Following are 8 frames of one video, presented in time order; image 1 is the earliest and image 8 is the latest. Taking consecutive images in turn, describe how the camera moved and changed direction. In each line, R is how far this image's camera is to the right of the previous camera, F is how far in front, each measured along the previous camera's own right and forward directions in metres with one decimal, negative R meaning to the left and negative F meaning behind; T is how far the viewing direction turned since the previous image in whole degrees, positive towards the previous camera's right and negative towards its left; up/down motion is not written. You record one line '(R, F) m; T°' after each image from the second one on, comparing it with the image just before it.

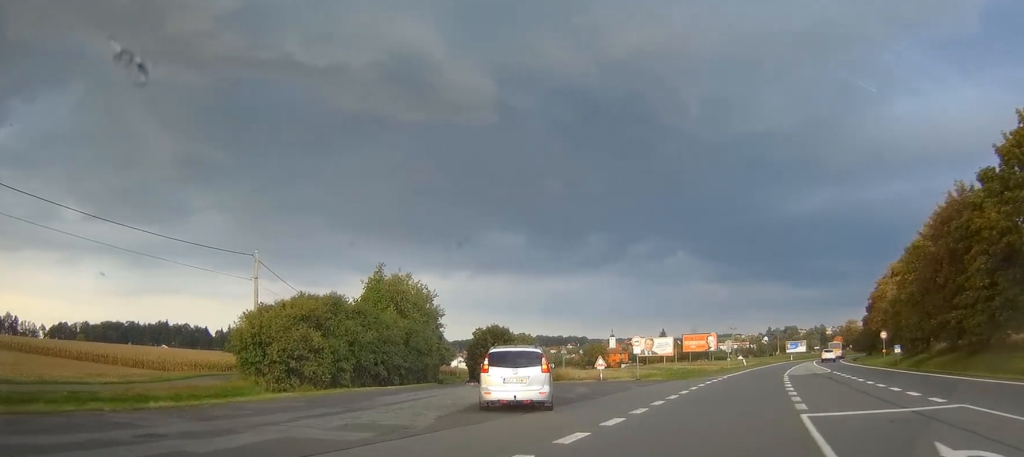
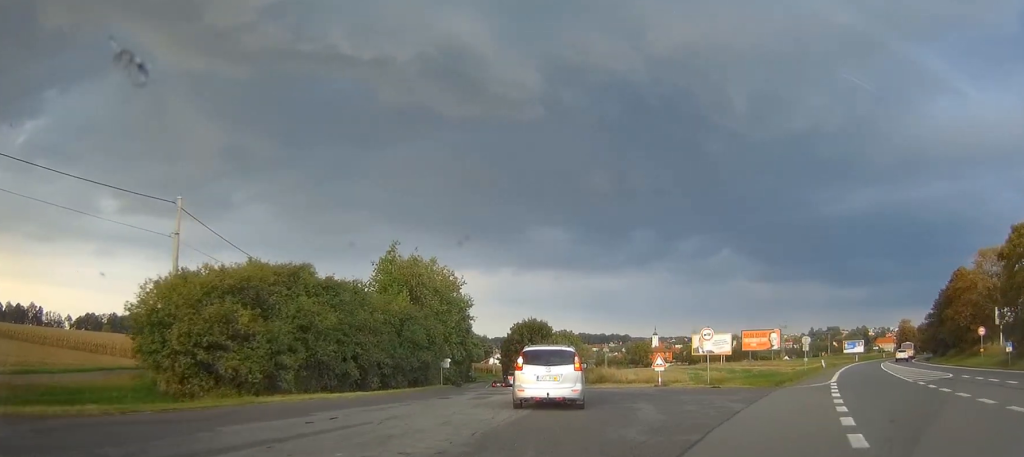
(-0.5, +14.0) m; -3°
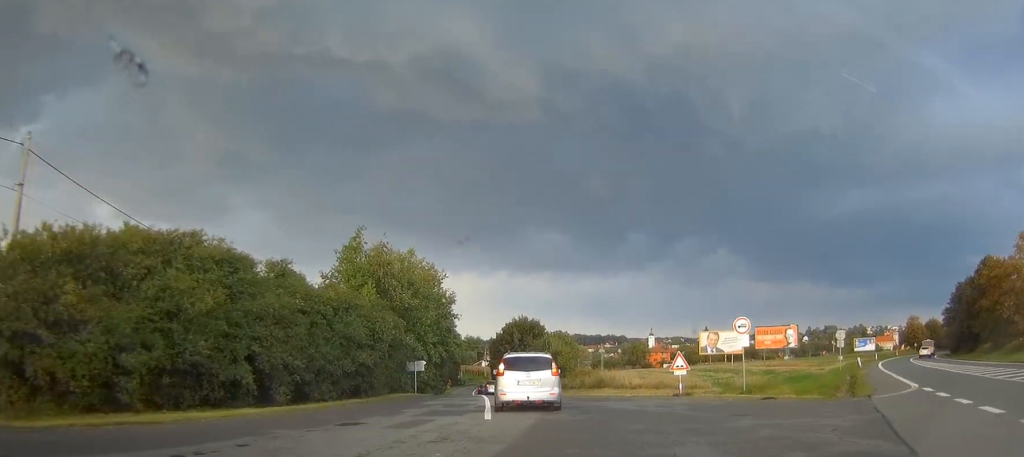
(-0.1, +10.6) m; -2°
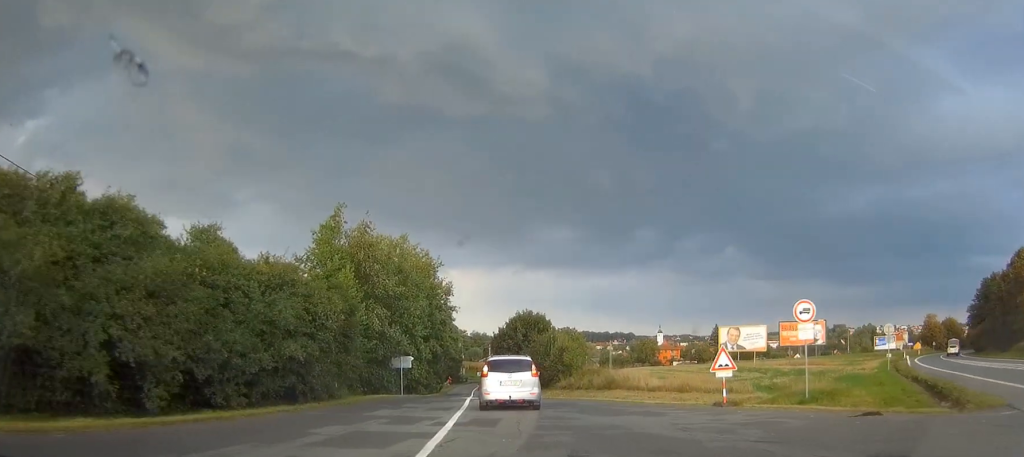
(-0.1, +8.1) m; -2°
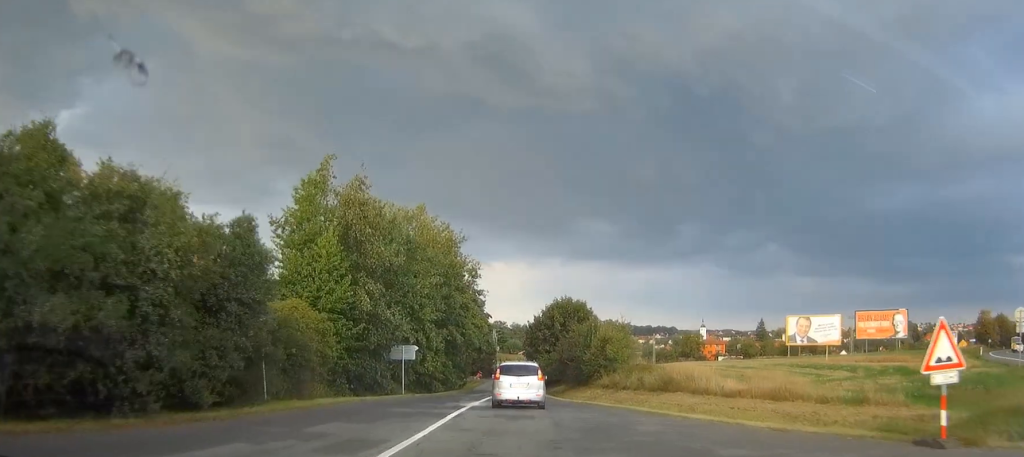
(-0.2, +12.2) m; -3°
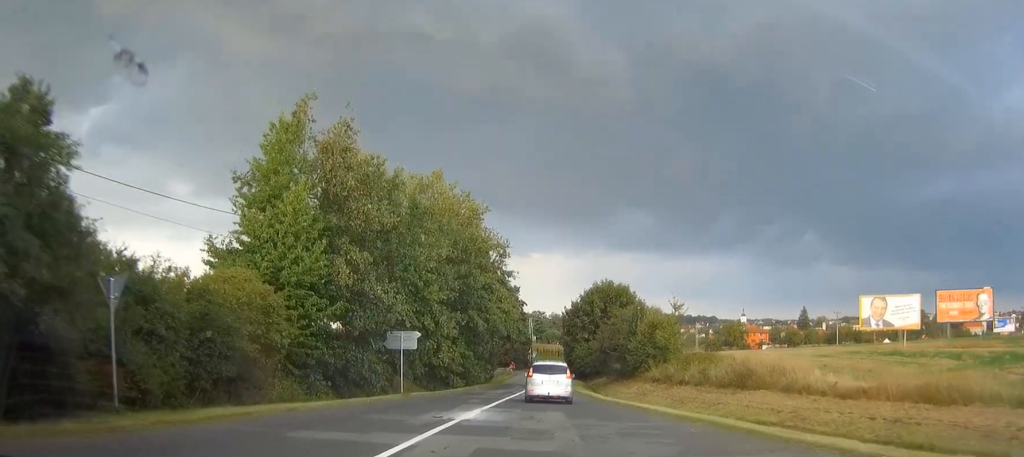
(-0.3, +9.9) m; -3°
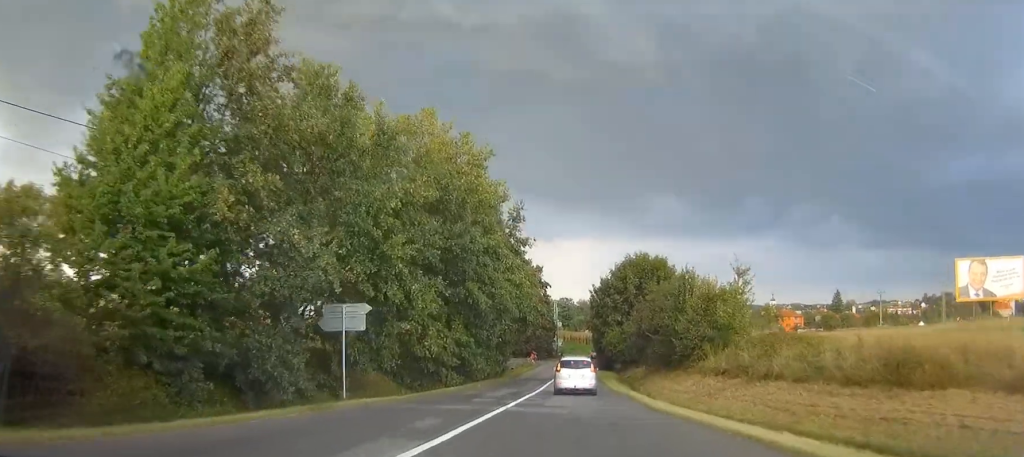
(-0.5, +12.7) m; -3°
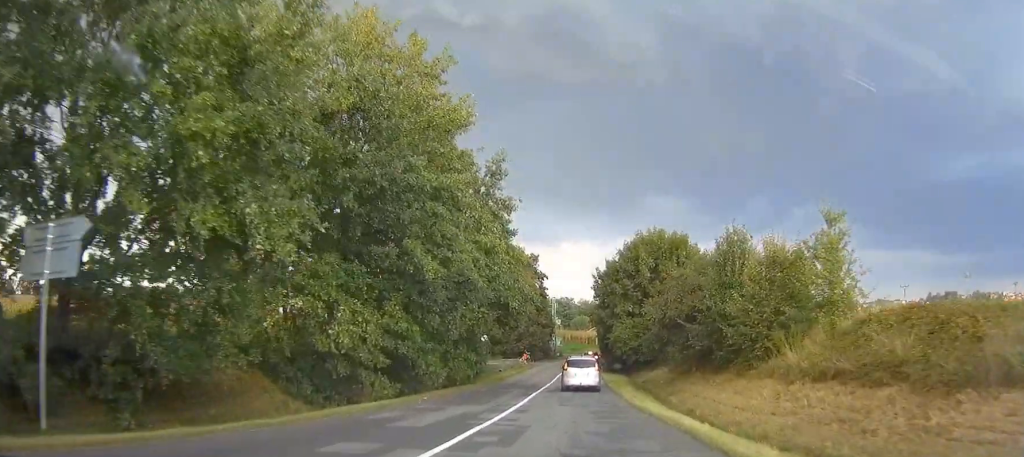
(-0.1, +14.4) m; -1°
